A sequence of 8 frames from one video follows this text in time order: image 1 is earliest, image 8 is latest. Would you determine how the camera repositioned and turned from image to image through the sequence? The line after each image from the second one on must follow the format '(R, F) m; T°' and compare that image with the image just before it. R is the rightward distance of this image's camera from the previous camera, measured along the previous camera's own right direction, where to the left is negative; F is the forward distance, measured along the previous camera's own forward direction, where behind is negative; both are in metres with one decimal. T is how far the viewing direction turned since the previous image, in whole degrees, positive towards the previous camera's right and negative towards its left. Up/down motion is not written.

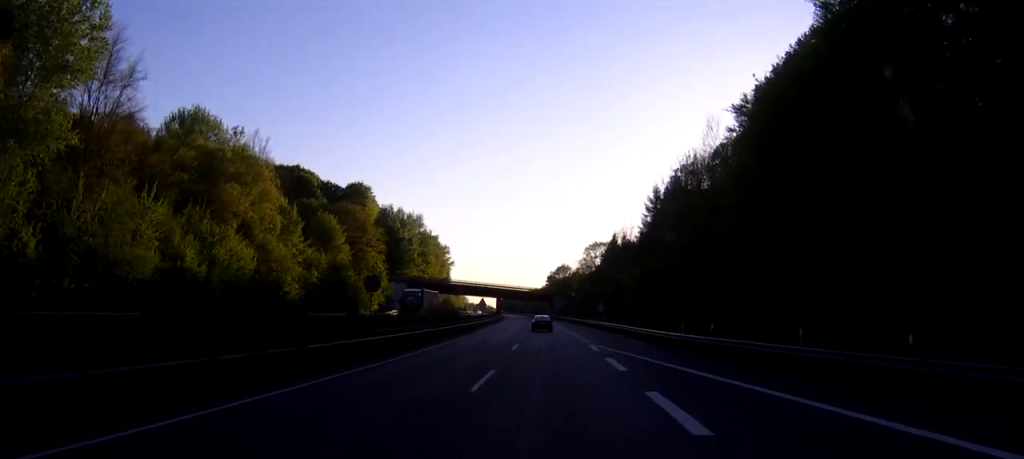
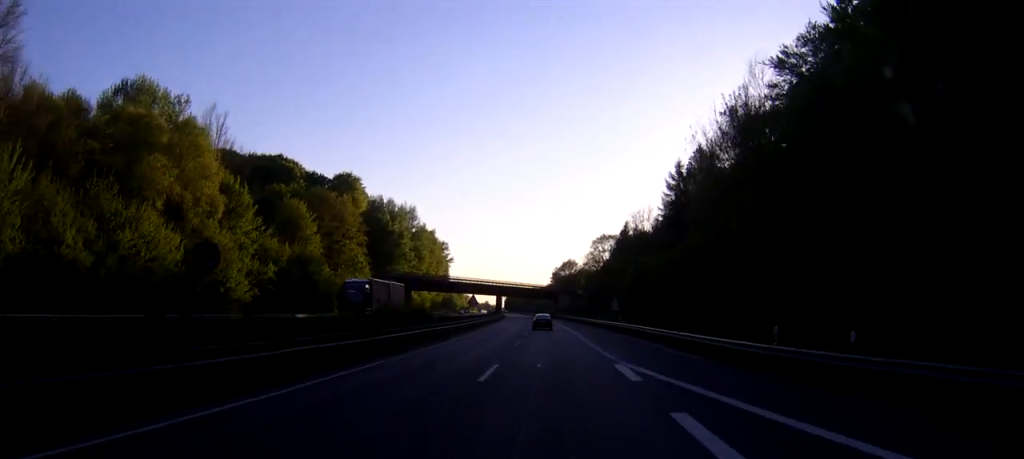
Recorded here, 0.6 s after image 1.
(0.0, +15.2) m; 0°
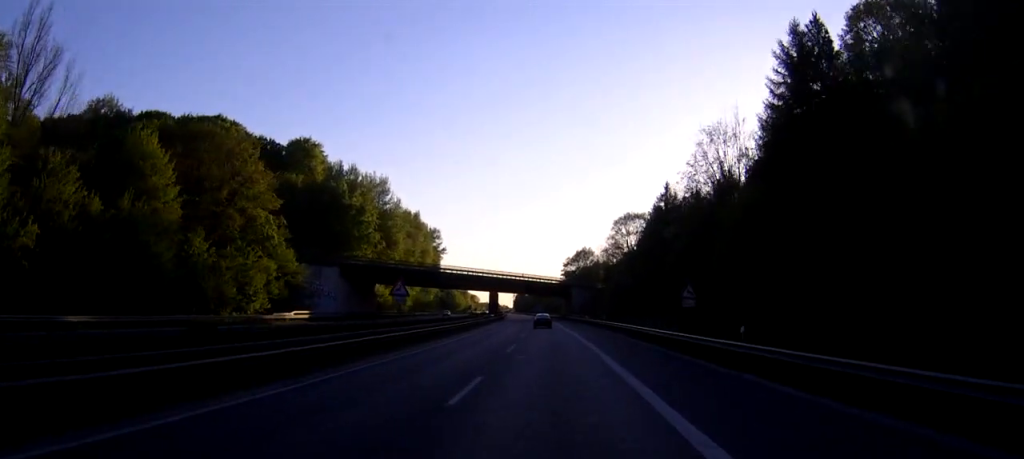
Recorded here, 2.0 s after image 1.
(-0.3, +39.4) m; 0°
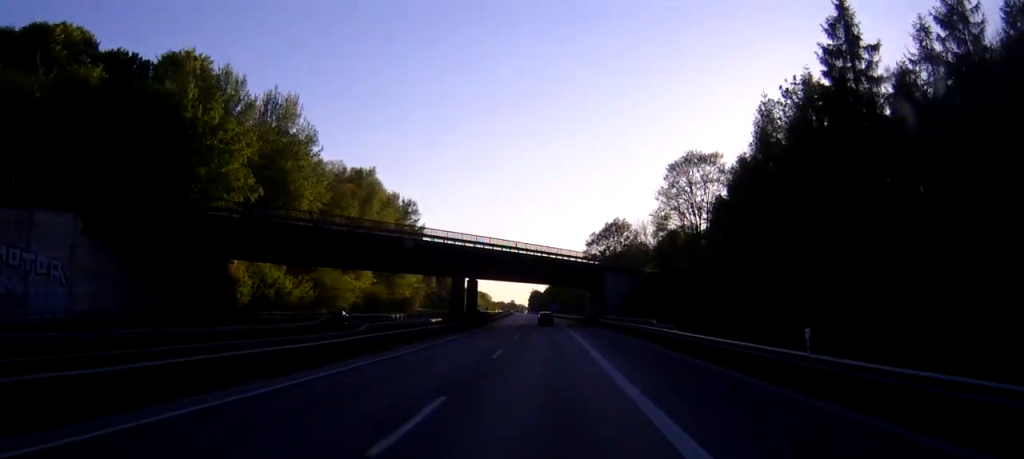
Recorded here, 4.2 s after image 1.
(-0.5, +55.9) m; -1°
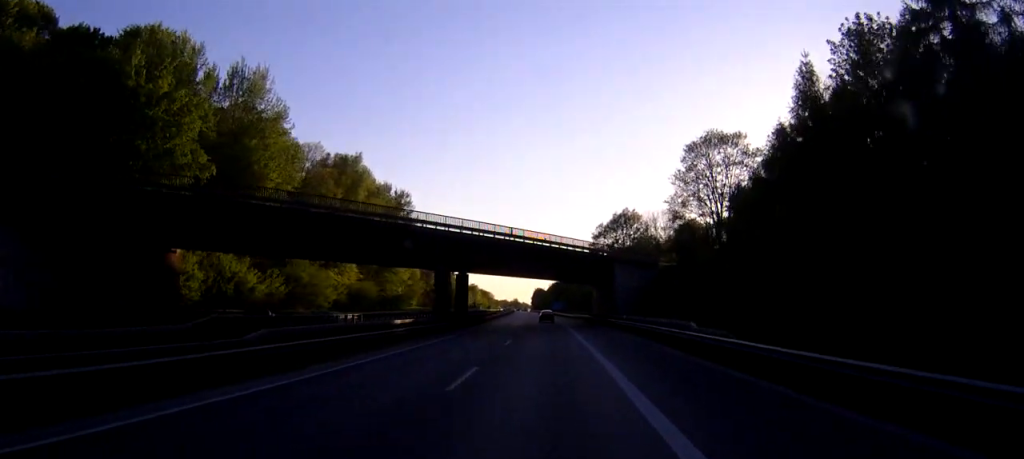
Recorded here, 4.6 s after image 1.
(0.0, +10.1) m; 0°
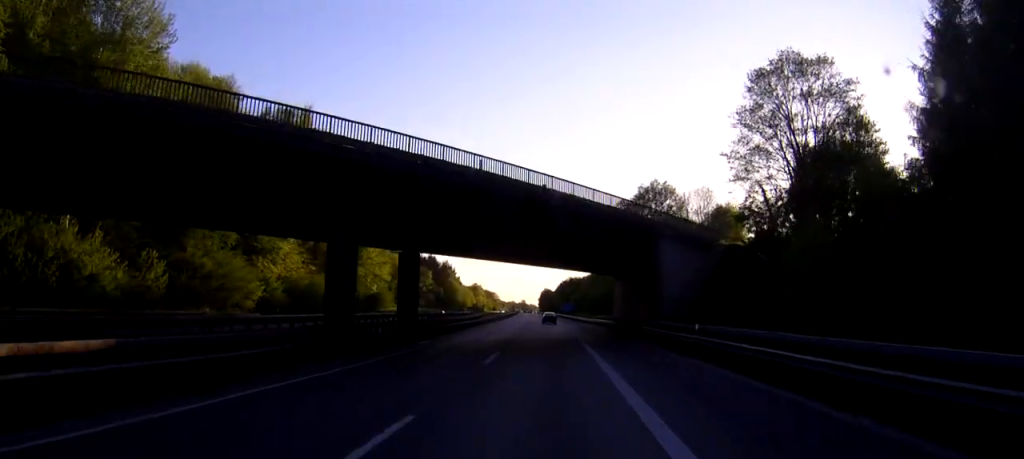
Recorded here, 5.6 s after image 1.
(-0.1, +24.3) m; 0°
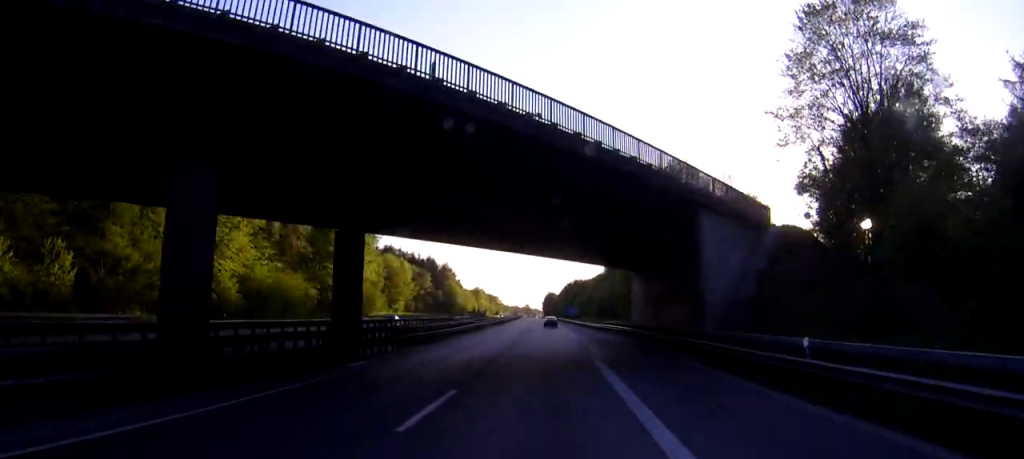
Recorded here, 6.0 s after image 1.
(0.0, +10.6) m; 0°
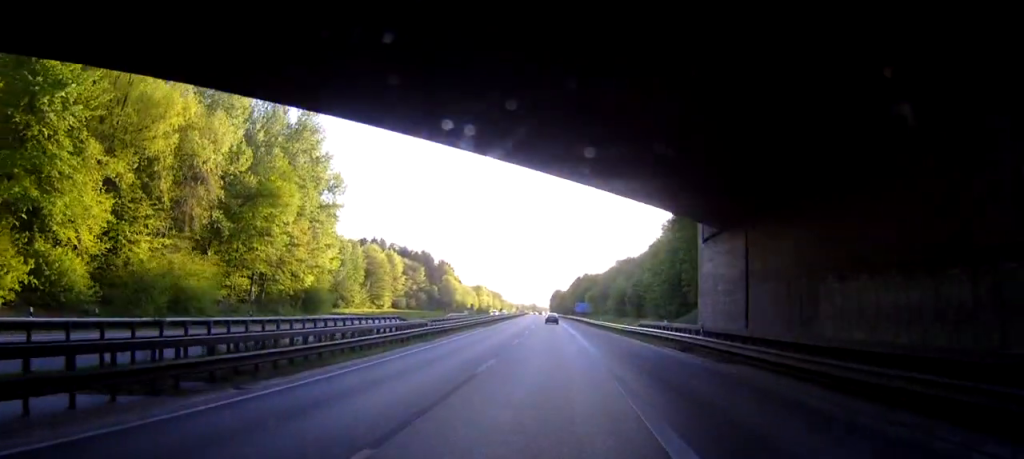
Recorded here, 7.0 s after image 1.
(-0.1, +21.1) m; -1°
